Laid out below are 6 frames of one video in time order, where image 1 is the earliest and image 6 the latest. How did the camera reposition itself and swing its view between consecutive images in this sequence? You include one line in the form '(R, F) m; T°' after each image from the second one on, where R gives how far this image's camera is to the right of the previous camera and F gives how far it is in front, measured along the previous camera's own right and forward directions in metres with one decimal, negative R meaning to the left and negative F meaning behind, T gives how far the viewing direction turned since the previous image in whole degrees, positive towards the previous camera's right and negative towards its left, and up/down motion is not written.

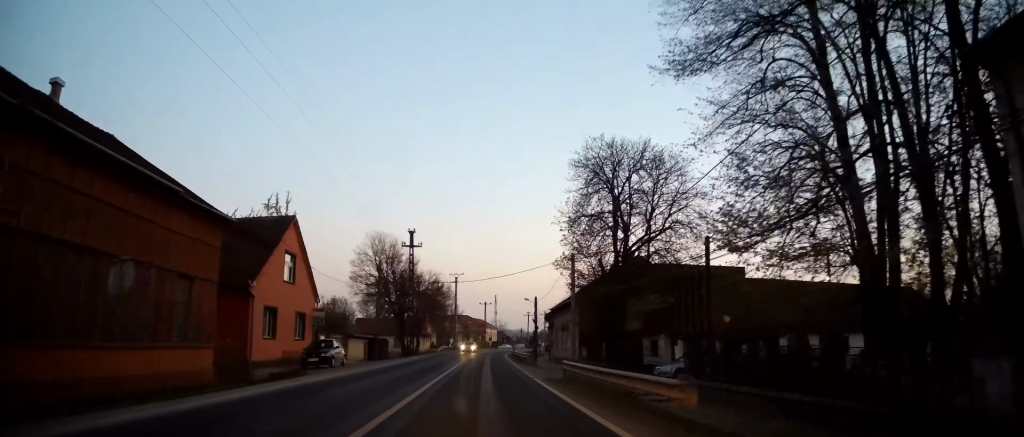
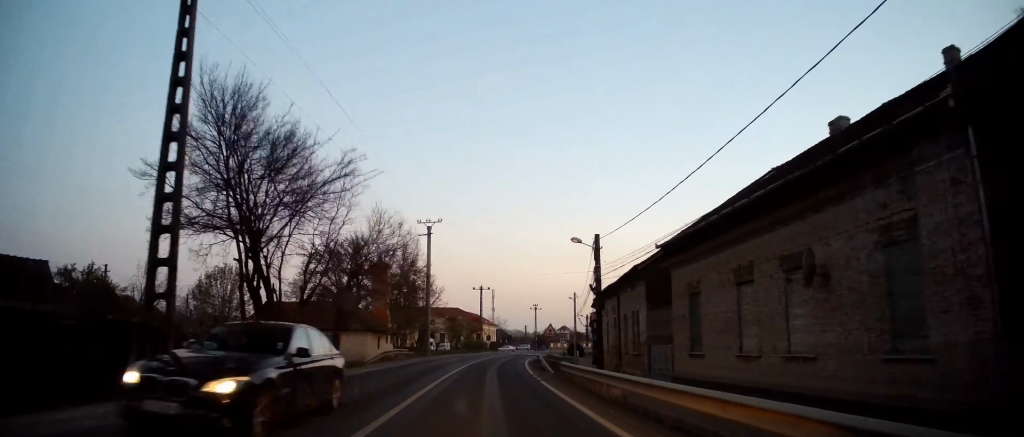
(+0.5, +38.8) m; +1°
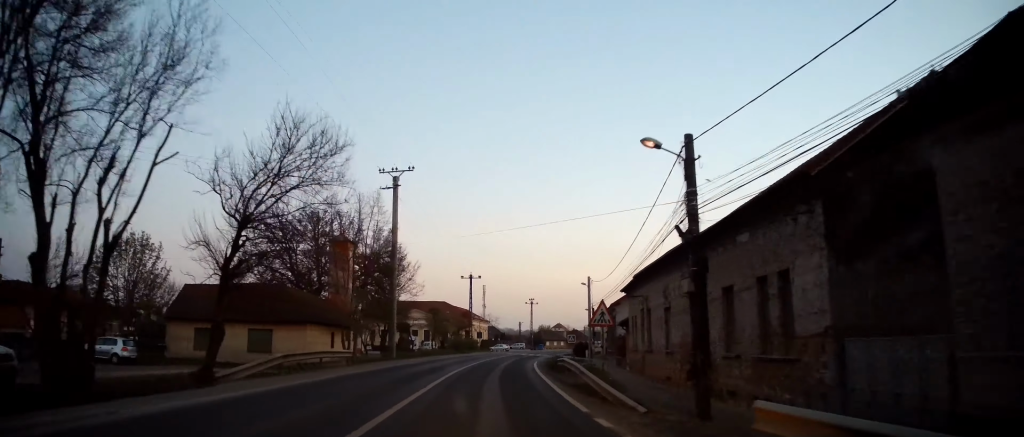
(0.0, +15.7) m; 0°
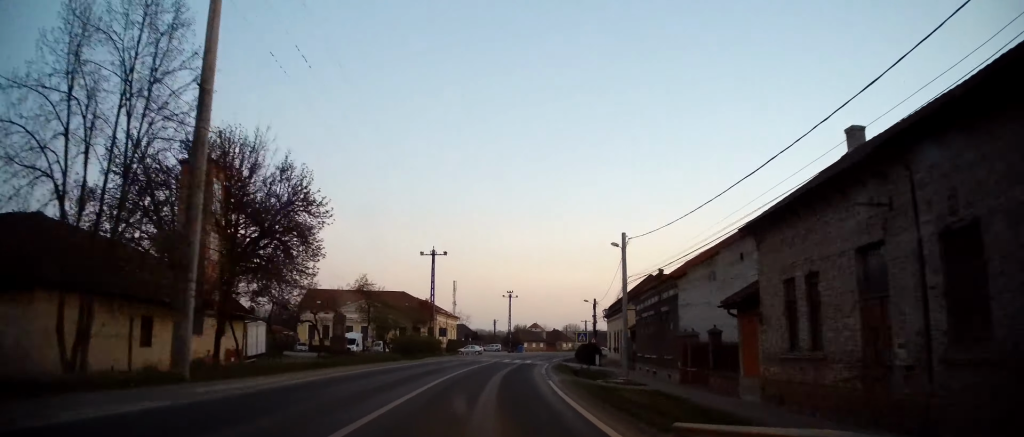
(+0.2, +22.2) m; +2°
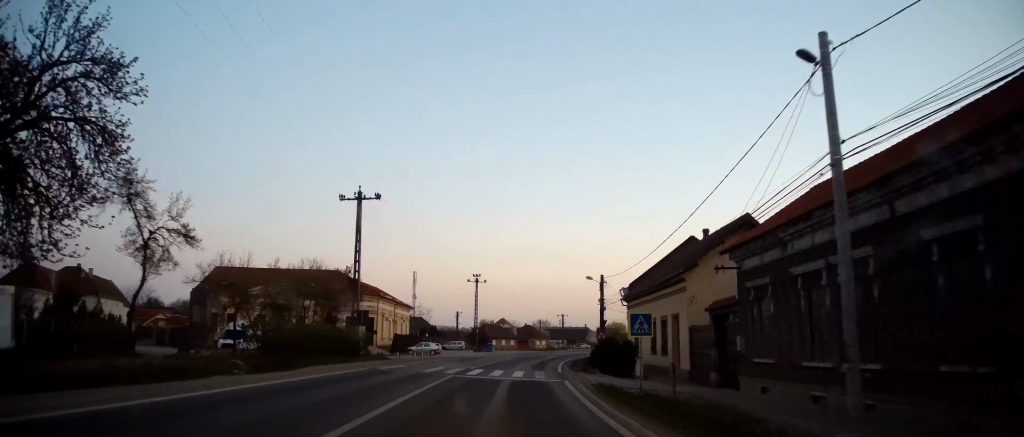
(+0.8, +22.3) m; +4°
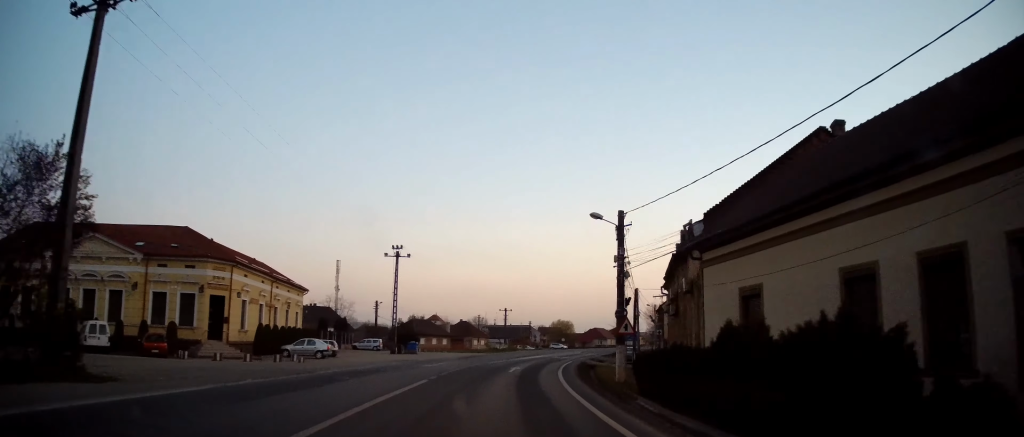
(+0.8, +23.8) m; +5°
